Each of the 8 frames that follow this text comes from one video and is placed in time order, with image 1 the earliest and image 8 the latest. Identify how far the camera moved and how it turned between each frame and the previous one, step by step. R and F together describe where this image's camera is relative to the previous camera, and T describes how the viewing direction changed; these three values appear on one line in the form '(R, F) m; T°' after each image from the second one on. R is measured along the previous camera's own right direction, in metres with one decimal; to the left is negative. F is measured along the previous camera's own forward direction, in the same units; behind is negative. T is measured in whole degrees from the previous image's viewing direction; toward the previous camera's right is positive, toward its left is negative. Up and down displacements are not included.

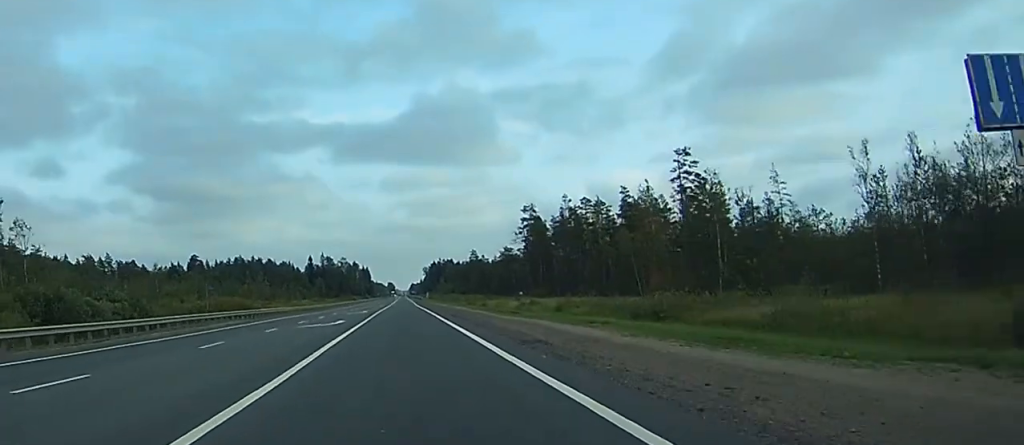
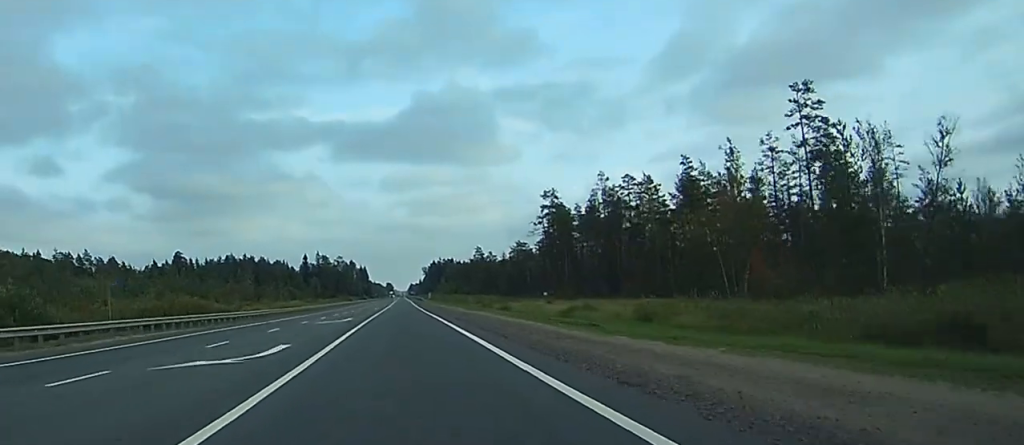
(0.0, +23.6) m; 0°
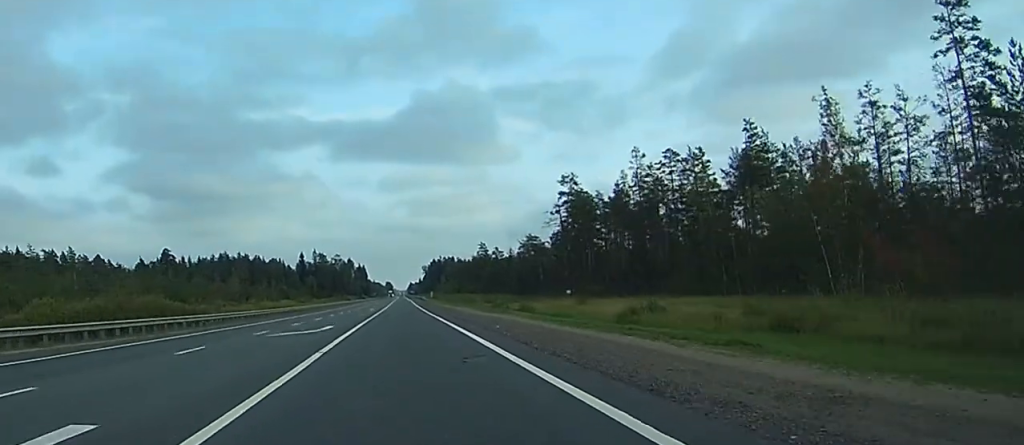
(-0.1, +16.0) m; 0°
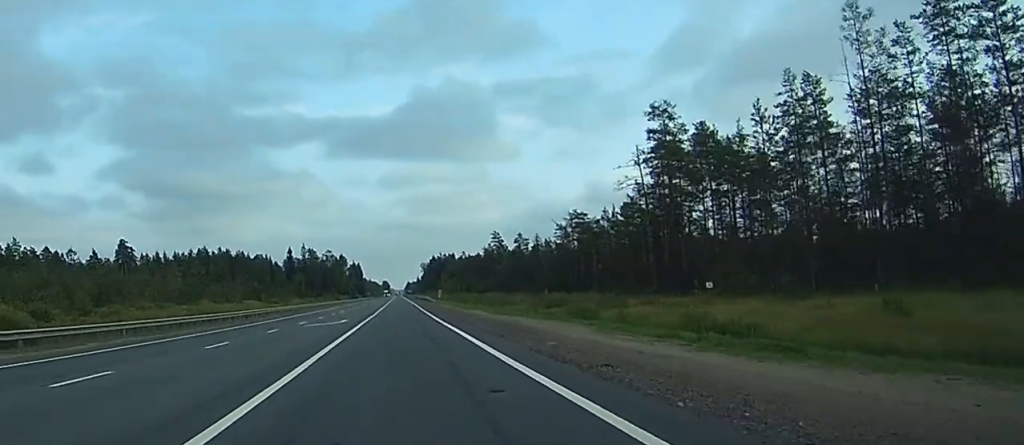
(+0.2, +45.1) m; 0°
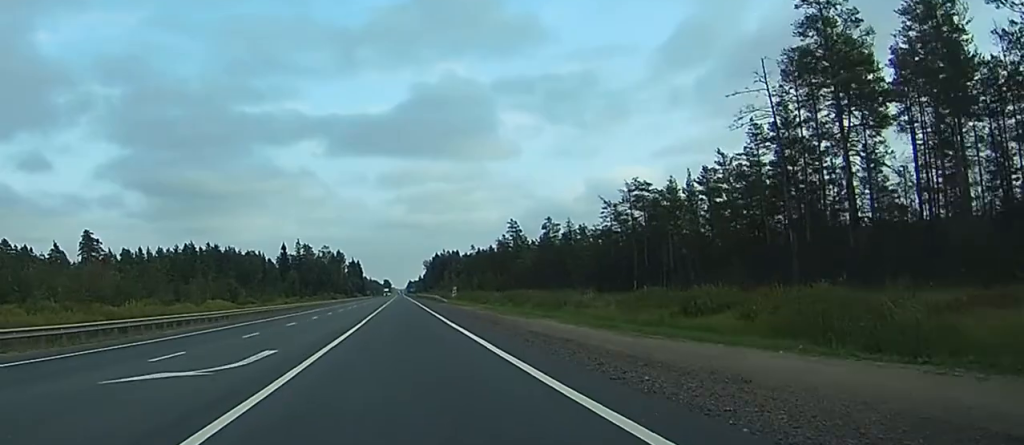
(-0.1, +31.0) m; 0°
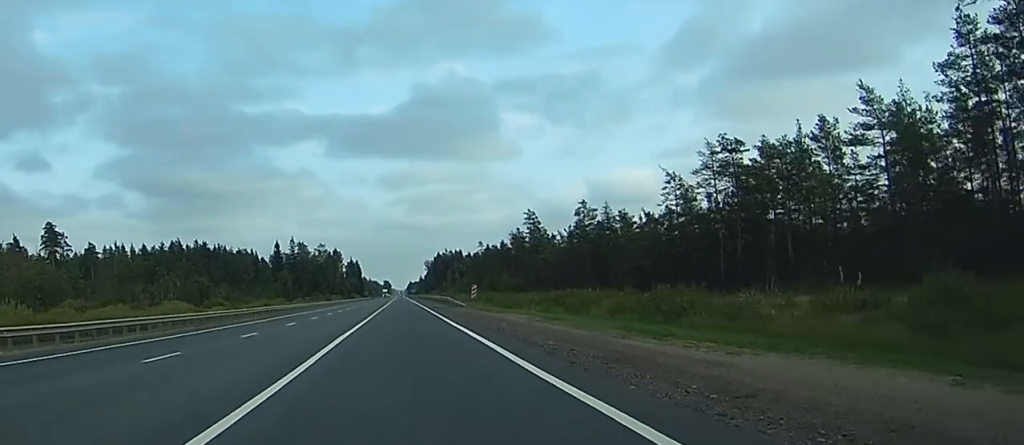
(0.0, +25.2) m; 0°
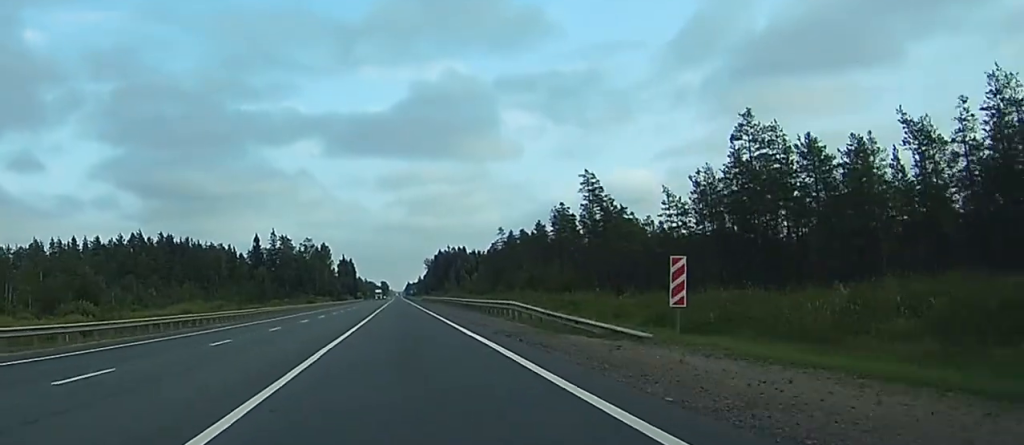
(-0.3, +53.8) m; -1°
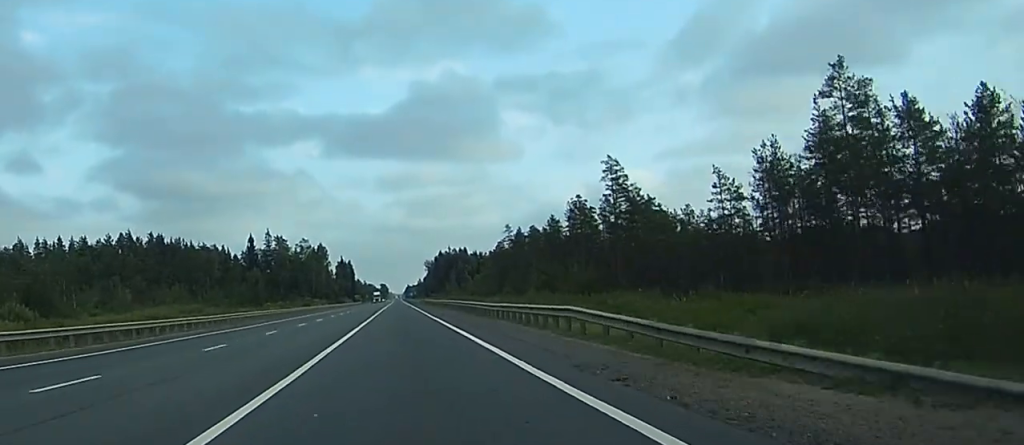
(0.0, +12.9) m; 0°
